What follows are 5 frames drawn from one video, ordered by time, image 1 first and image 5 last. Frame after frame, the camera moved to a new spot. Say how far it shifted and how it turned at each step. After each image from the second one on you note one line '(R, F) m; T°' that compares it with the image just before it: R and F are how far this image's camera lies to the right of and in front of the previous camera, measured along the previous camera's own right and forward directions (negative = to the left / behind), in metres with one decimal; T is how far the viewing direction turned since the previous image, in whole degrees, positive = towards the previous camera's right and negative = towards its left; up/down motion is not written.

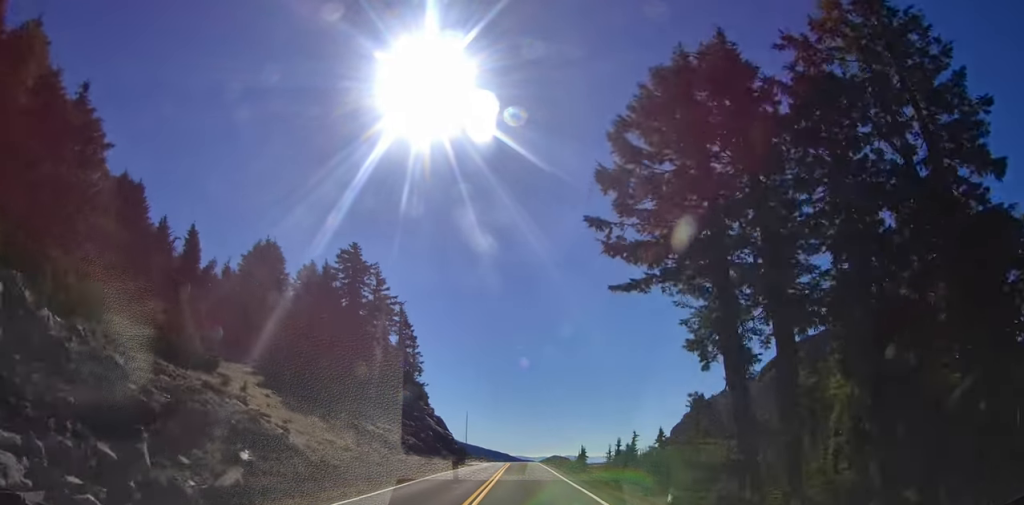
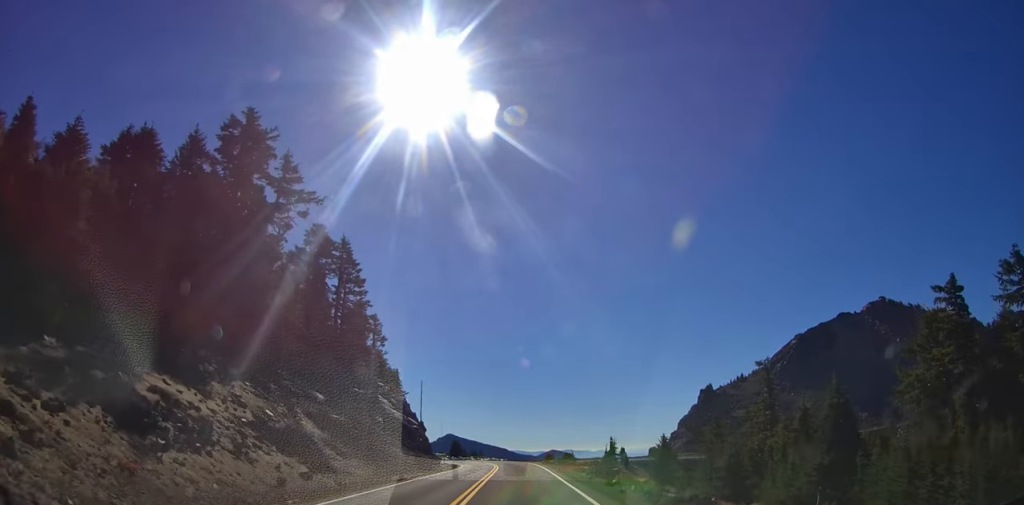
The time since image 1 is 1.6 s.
(-0.5, +28.5) m; -2°
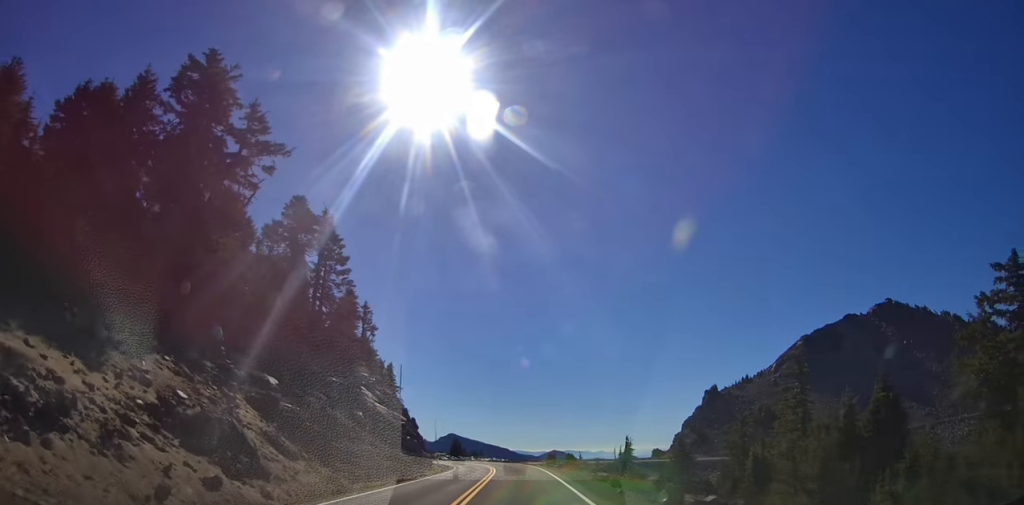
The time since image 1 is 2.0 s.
(-0.1, +7.3) m; 0°
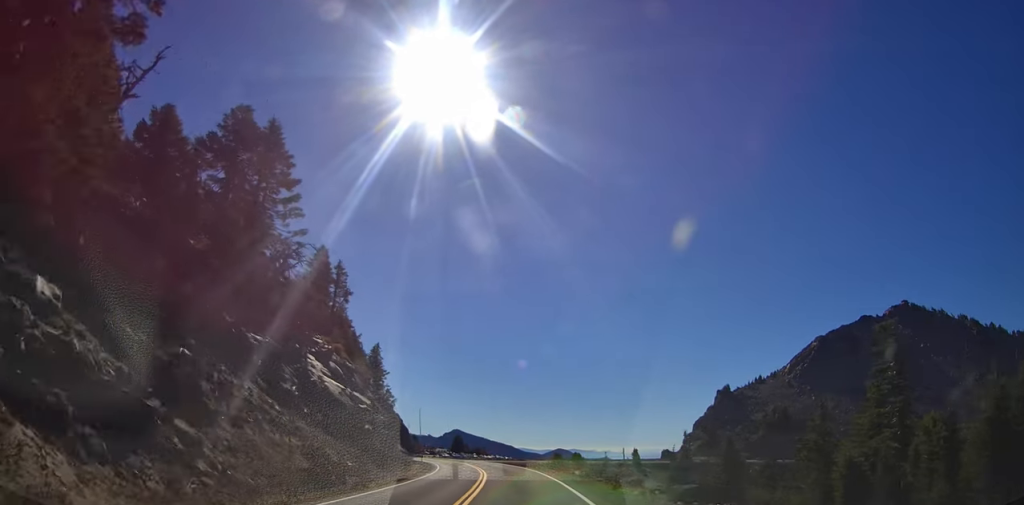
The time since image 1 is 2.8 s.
(+0.5, +15.6) m; 0°
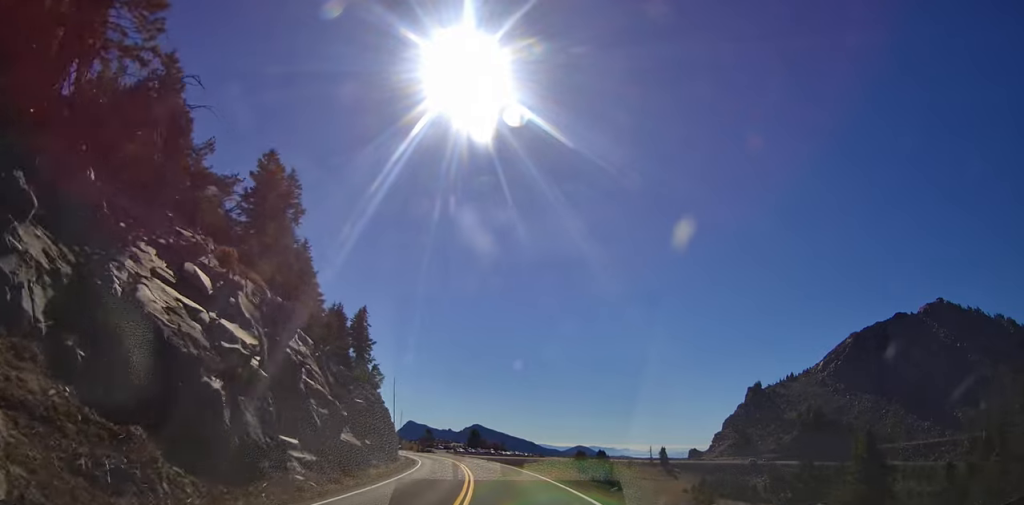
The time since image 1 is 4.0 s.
(-0.6, +20.9) m; -1°
